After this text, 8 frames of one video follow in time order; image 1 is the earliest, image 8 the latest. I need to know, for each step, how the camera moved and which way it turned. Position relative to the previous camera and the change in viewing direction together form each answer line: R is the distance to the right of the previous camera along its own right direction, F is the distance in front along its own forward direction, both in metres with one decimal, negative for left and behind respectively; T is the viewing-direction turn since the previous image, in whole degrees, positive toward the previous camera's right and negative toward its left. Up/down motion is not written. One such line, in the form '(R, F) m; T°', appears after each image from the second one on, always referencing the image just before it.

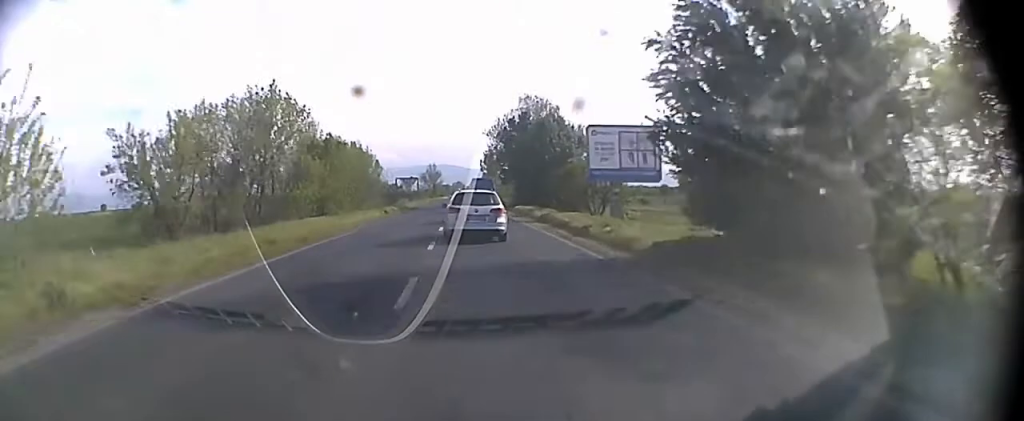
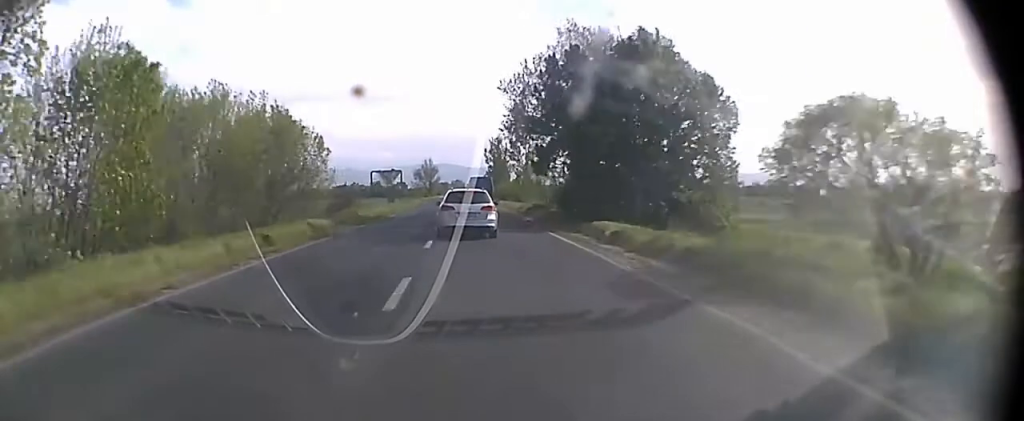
(+0.2, +35.6) m; +1°
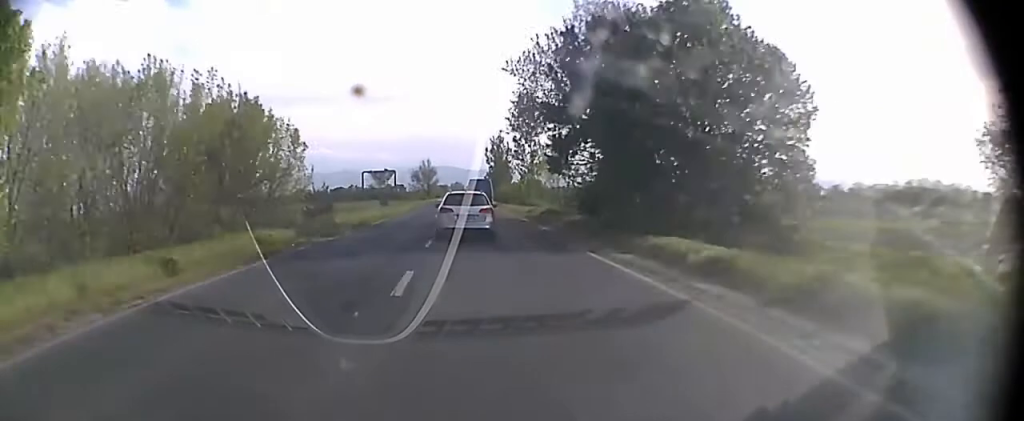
(0.0, +7.9) m; 0°
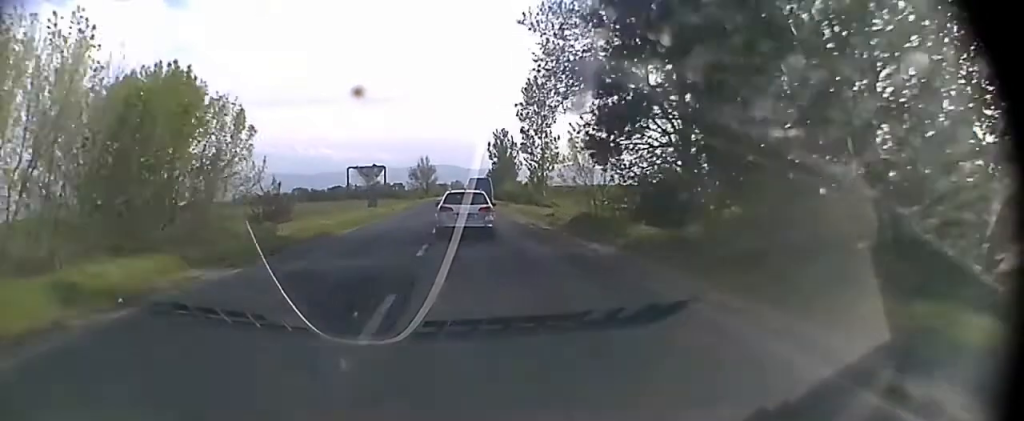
(0.0, +11.8) m; 0°
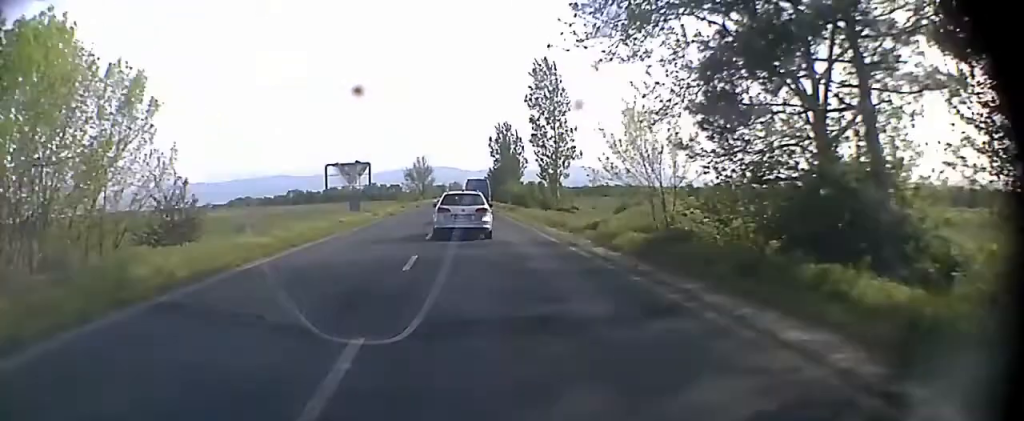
(0.0, +11.7) m; 0°
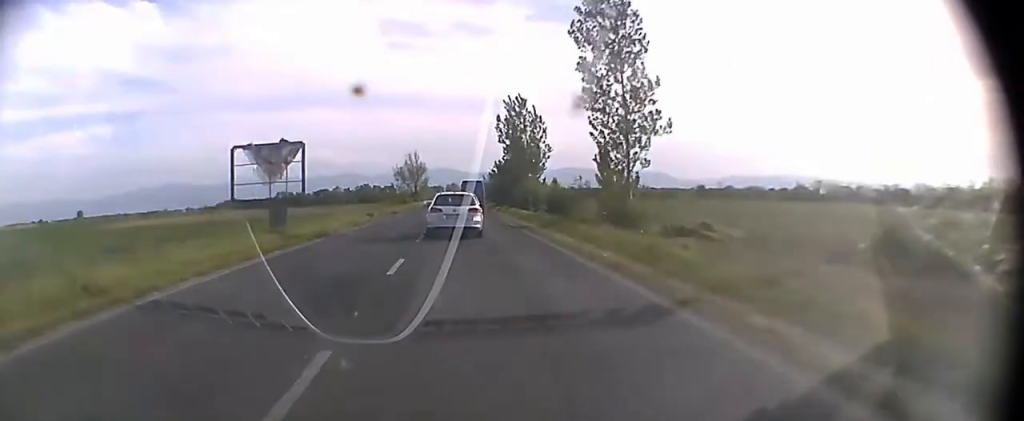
(0.0, +27.1) m; 0°
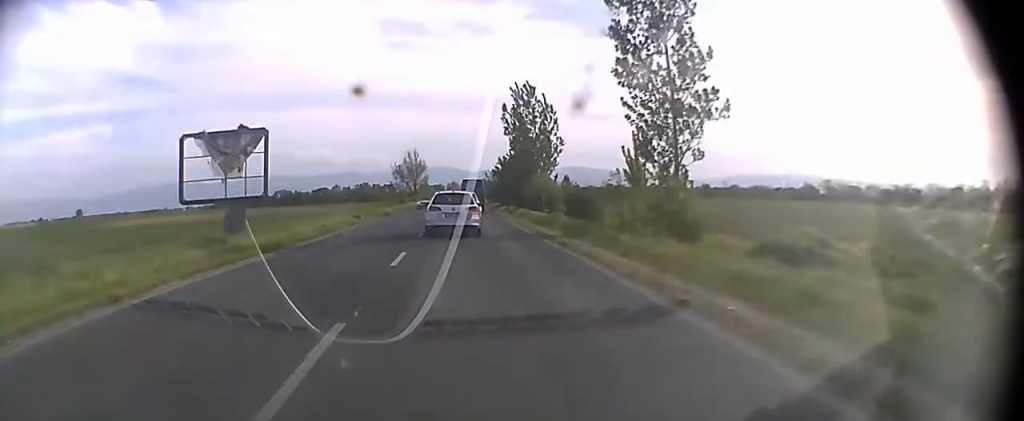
(0.0, +7.7) m; 0°
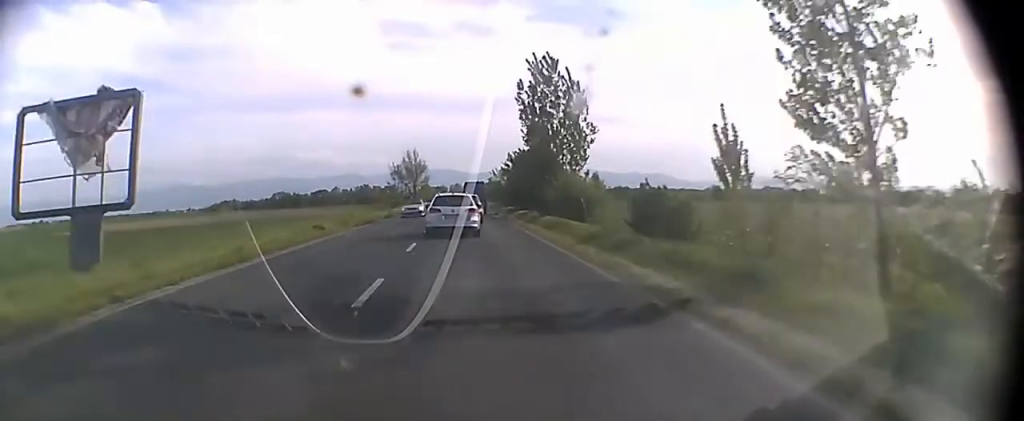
(0.0, +13.5) m; 0°
